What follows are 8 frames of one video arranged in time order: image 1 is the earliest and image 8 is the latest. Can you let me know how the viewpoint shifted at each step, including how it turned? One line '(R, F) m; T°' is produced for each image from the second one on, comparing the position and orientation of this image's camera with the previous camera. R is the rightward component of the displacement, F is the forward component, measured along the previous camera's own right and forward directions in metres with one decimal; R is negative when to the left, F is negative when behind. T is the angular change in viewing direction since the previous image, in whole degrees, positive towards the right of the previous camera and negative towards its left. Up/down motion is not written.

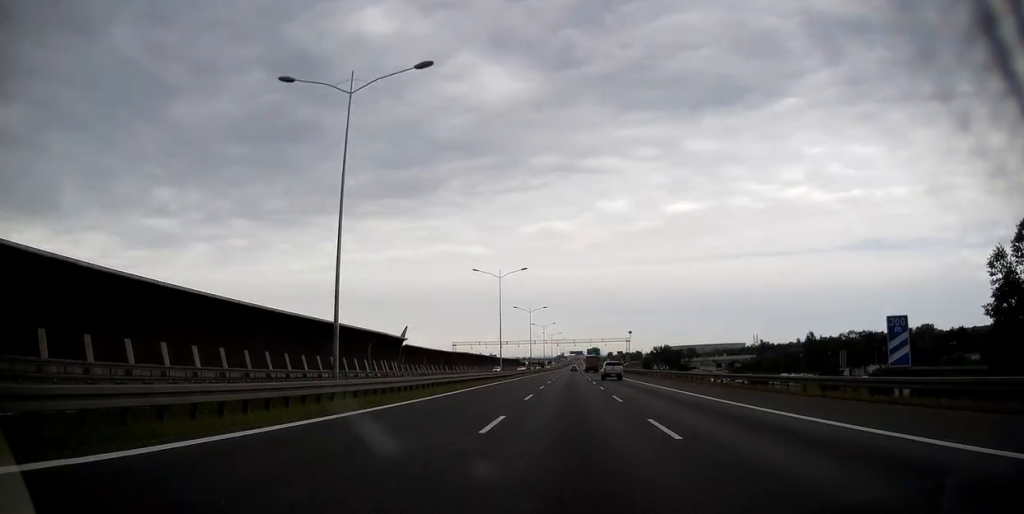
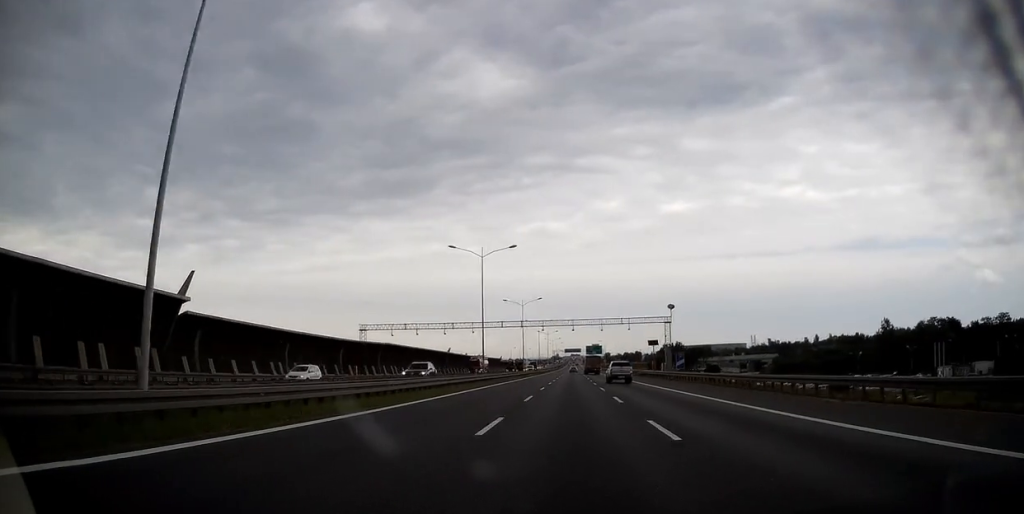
(+0.5, +58.4) m; +1°
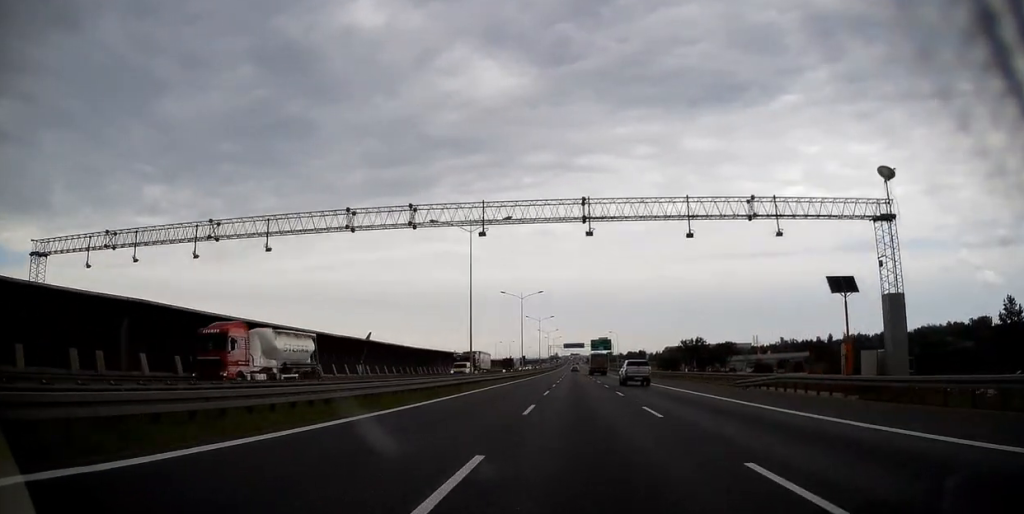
(+0.1, +55.1) m; 0°
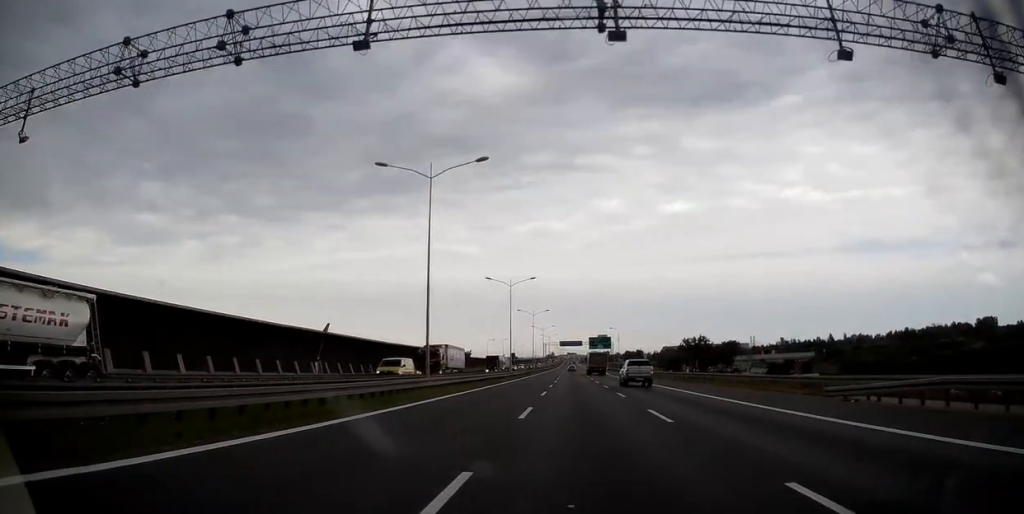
(0.0, +13.5) m; 0°
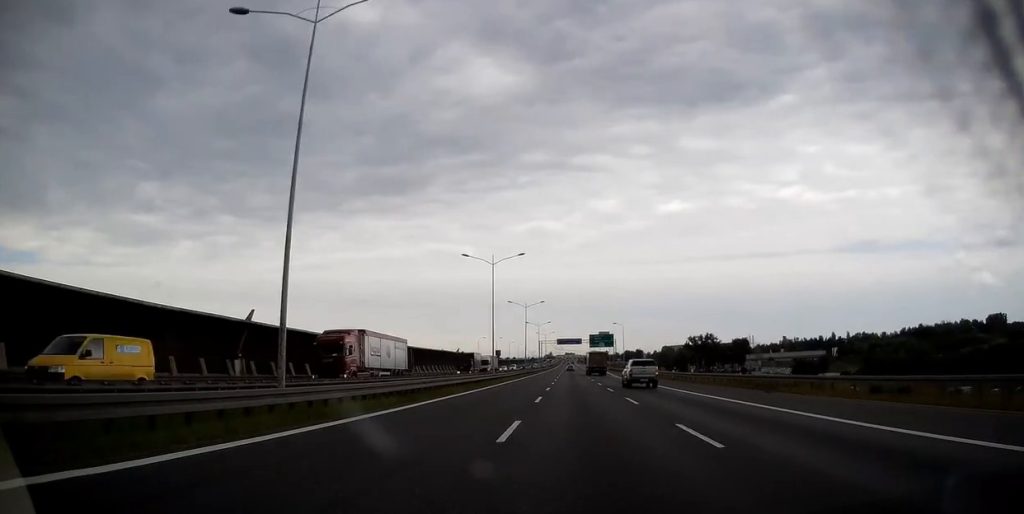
(0.0, +16.9) m; 0°
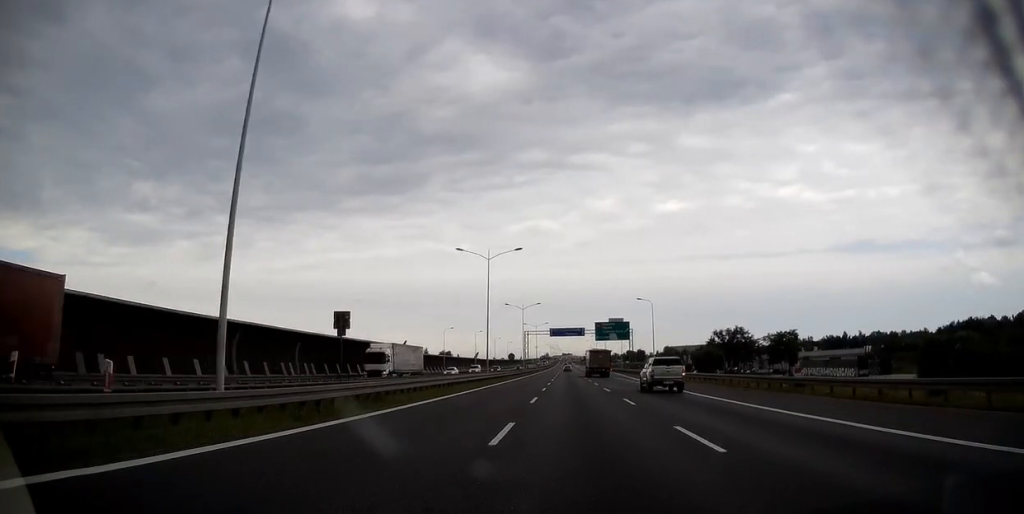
(+0.1, +48.4) m; 0°
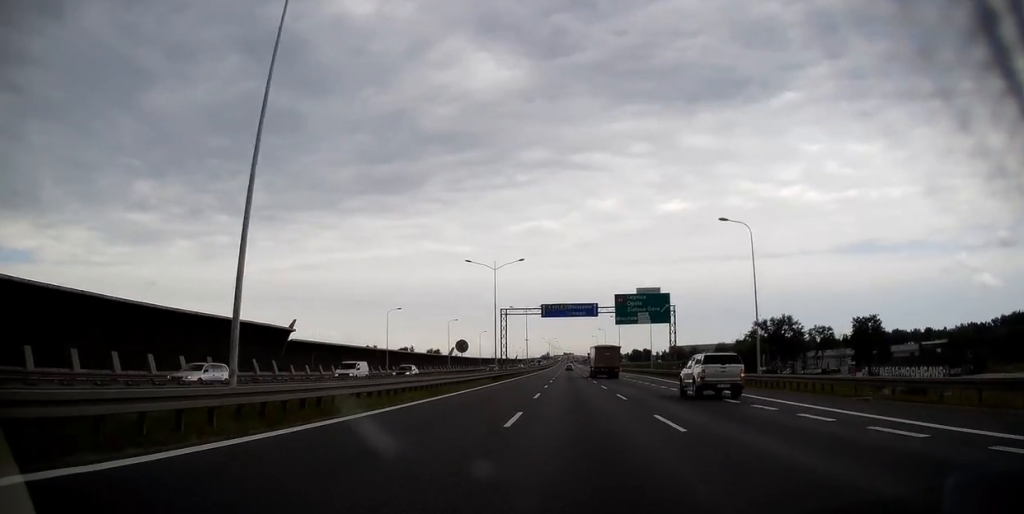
(0.0, +45.0) m; 0°
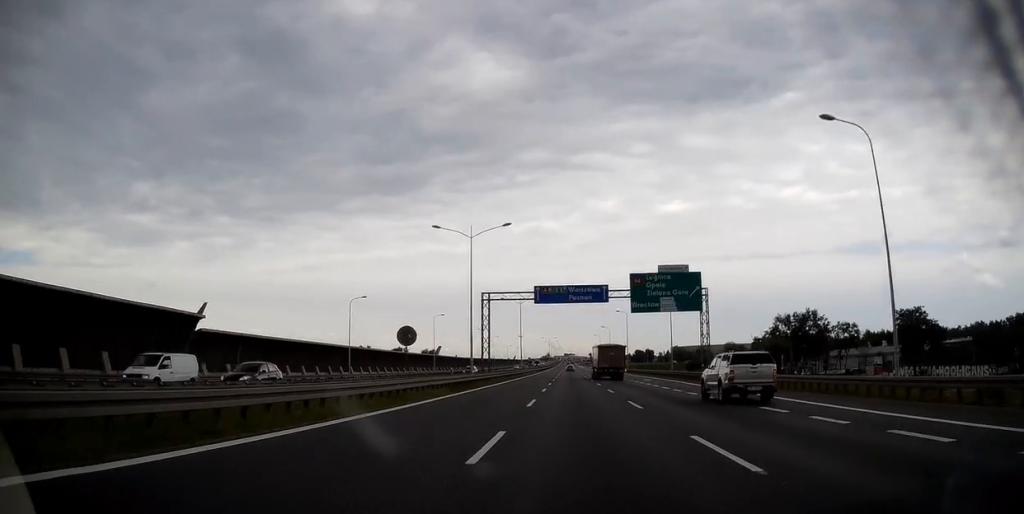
(0.0, +16.9) m; 0°
